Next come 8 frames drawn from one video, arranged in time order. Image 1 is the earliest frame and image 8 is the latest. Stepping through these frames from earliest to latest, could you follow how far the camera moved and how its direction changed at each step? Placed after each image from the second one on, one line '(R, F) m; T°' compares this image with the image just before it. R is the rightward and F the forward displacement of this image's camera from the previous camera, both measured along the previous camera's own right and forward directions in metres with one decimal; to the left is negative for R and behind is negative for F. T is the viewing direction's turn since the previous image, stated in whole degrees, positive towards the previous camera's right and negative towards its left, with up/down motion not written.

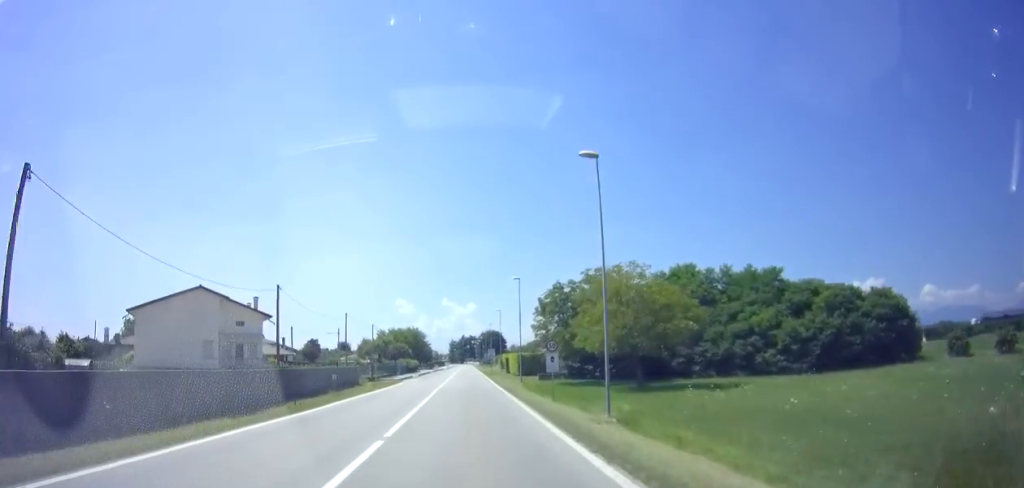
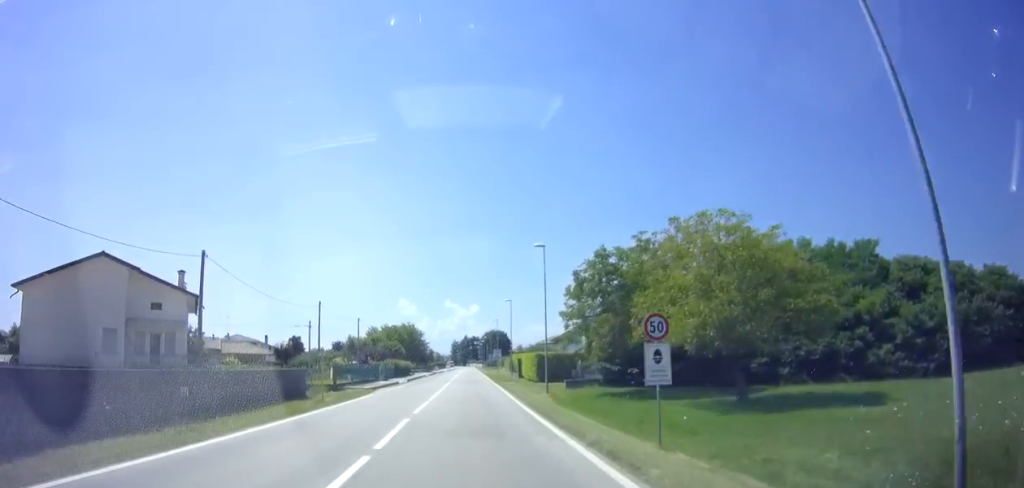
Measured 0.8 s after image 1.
(+0.1, +13.3) m; 0°
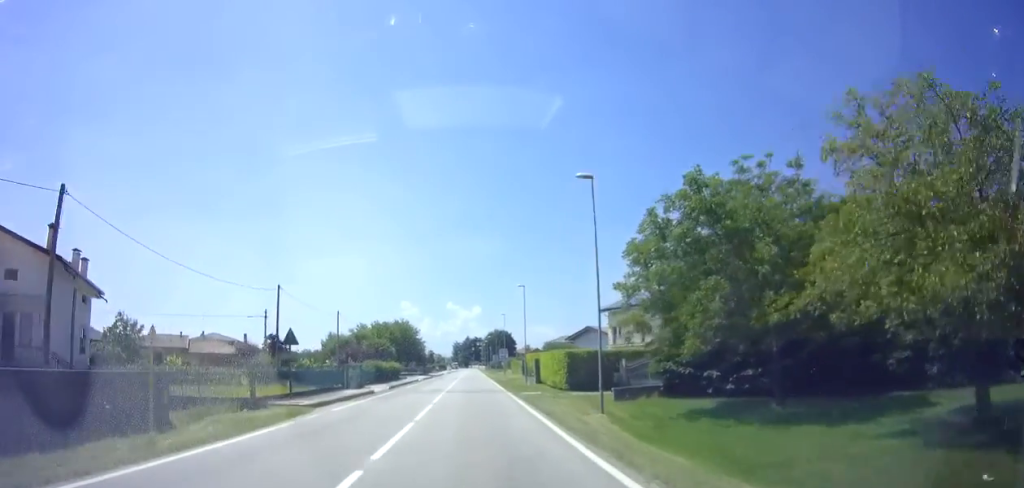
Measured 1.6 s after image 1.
(-0.1, +13.0) m; 0°
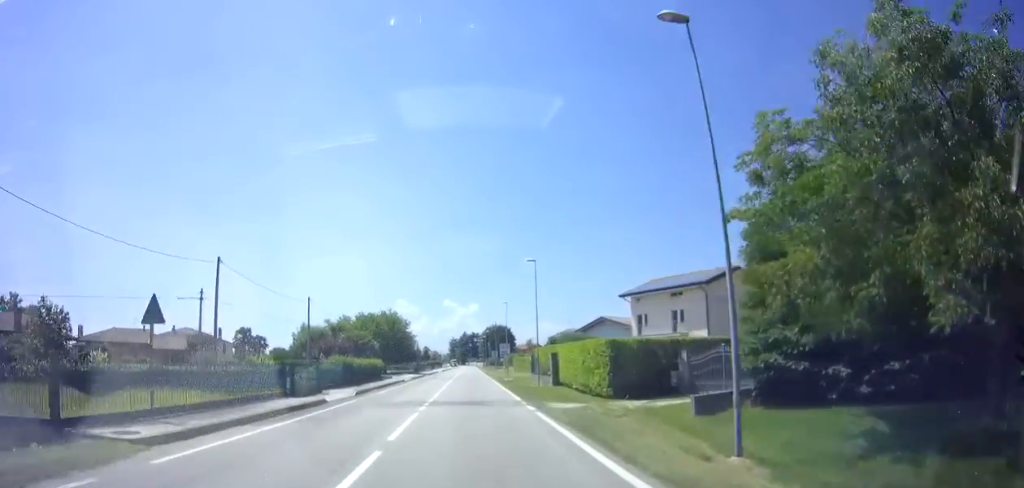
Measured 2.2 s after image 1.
(-0.2, +10.1) m; 0°
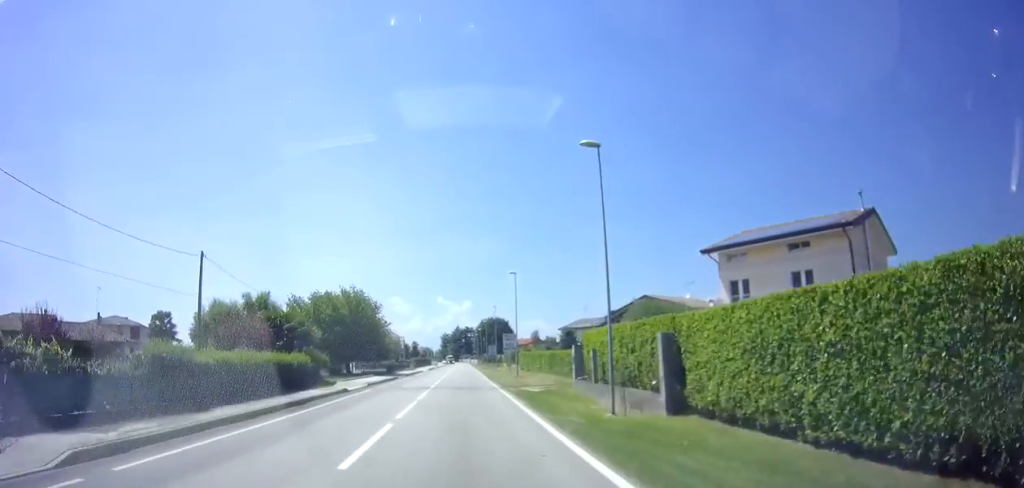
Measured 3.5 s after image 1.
(+0.5, +20.2) m; +1°
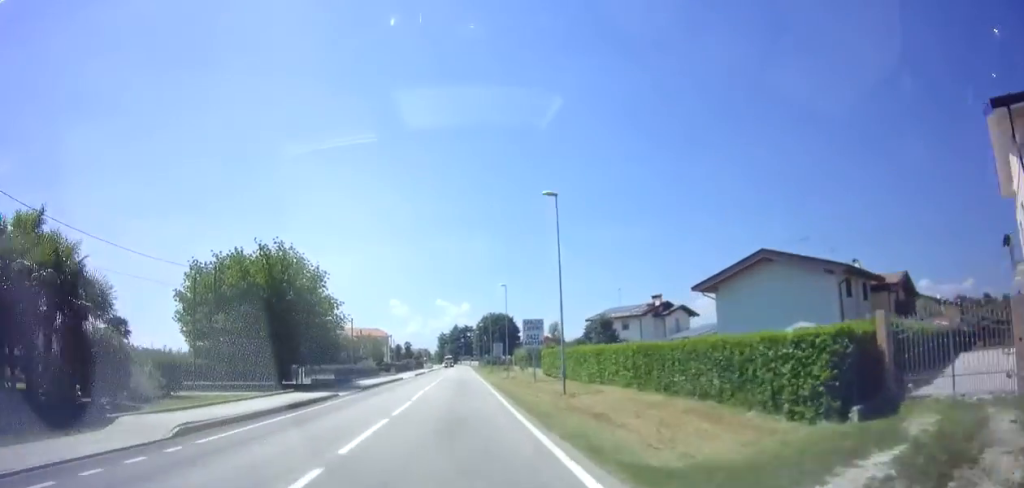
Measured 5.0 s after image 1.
(-0.4, +22.5) m; -1°
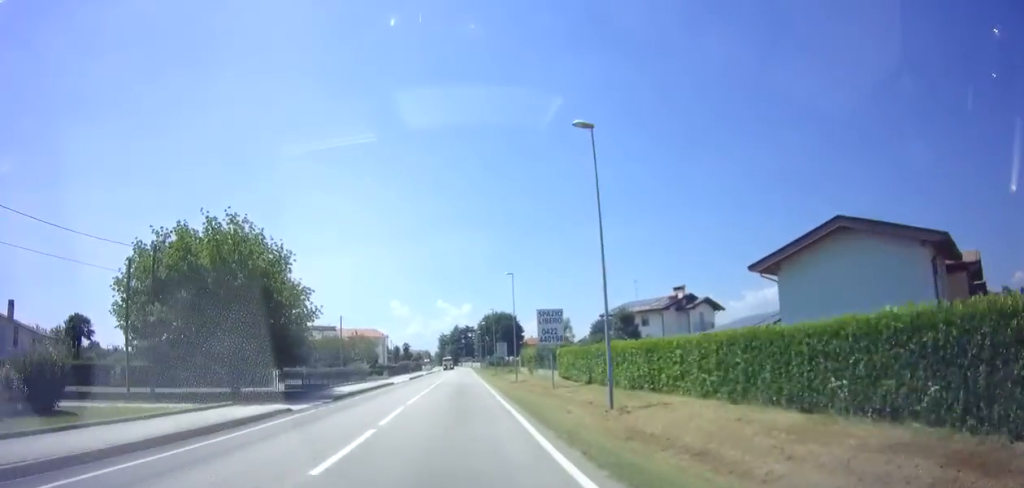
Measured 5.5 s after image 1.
(+0.1, +7.2) m; 0°
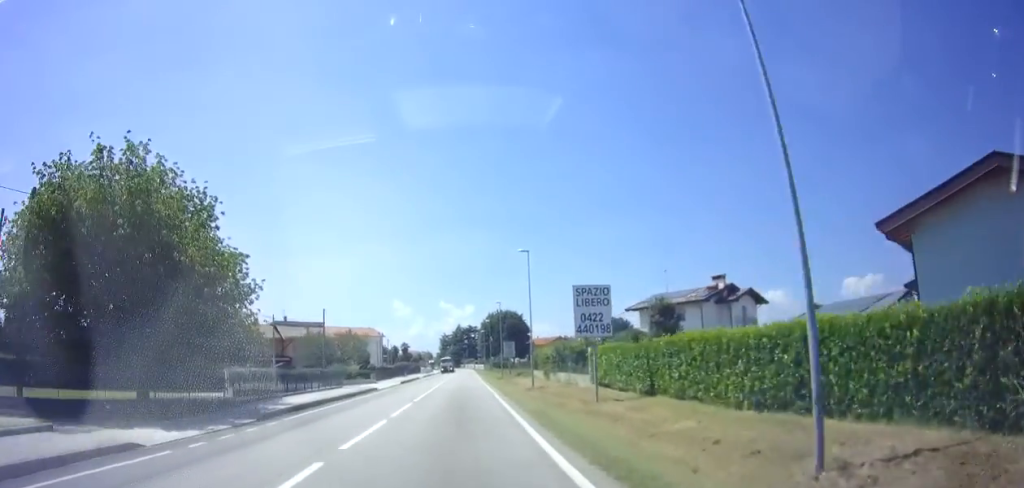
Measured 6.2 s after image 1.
(+0.3, +9.6) m; 0°
